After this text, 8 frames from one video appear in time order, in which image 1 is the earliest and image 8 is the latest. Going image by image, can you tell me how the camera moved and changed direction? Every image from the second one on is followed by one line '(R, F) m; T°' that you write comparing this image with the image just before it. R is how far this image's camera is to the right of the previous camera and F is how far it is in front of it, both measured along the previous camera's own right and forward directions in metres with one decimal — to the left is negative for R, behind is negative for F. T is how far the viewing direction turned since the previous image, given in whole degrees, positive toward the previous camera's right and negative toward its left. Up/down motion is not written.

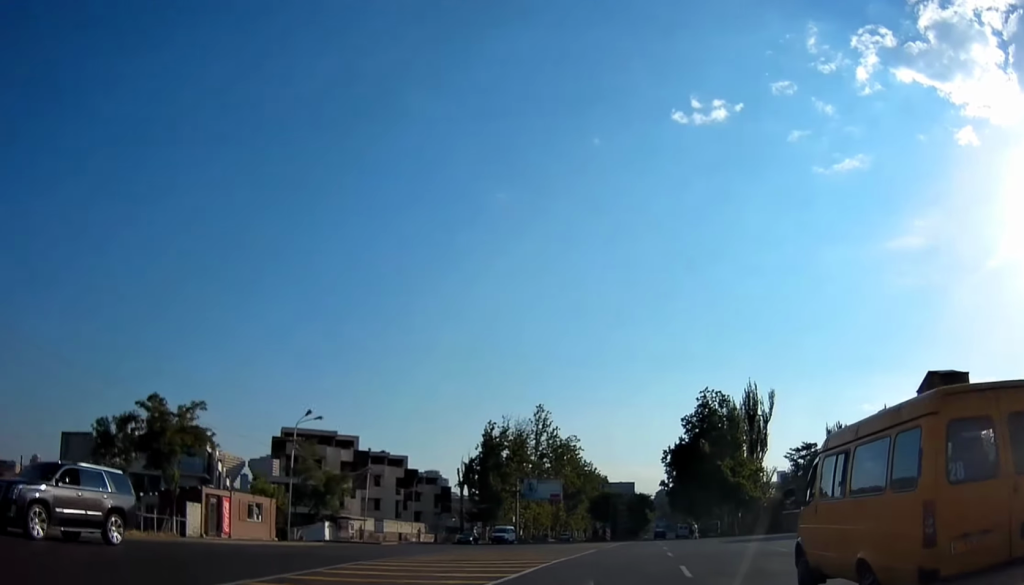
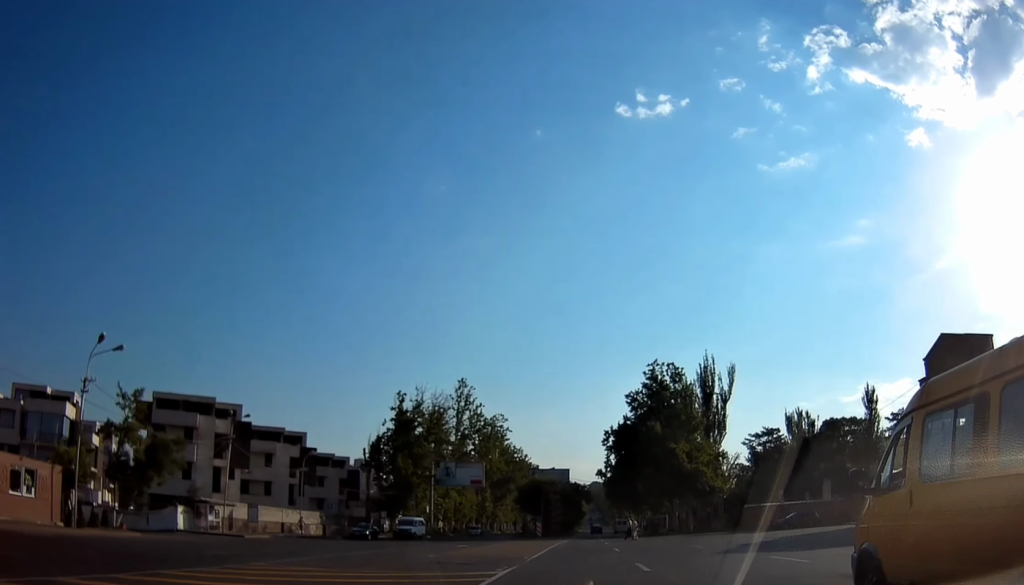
(+1.8, +16.0) m; +8°
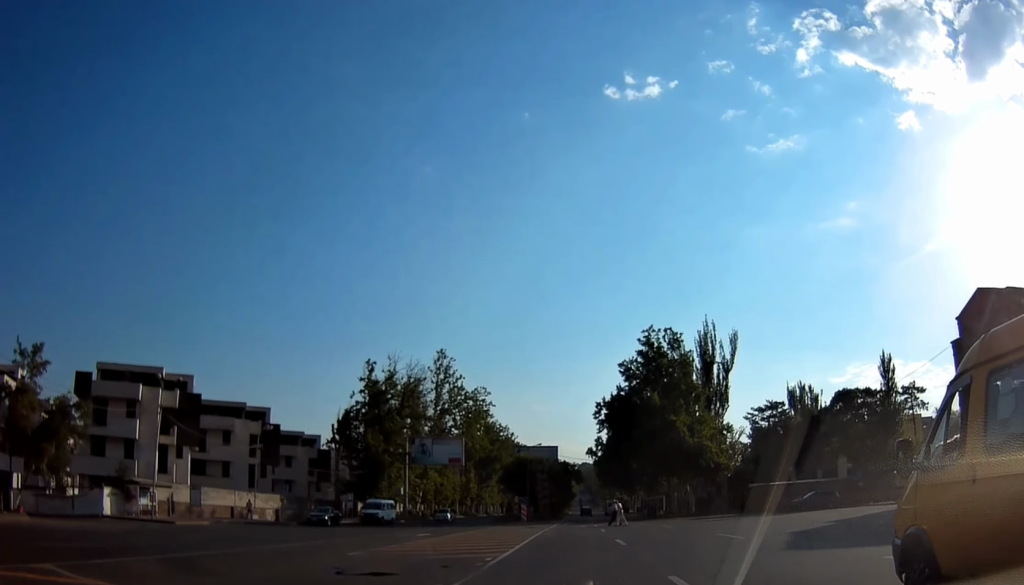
(+0.4, +8.7) m; +1°
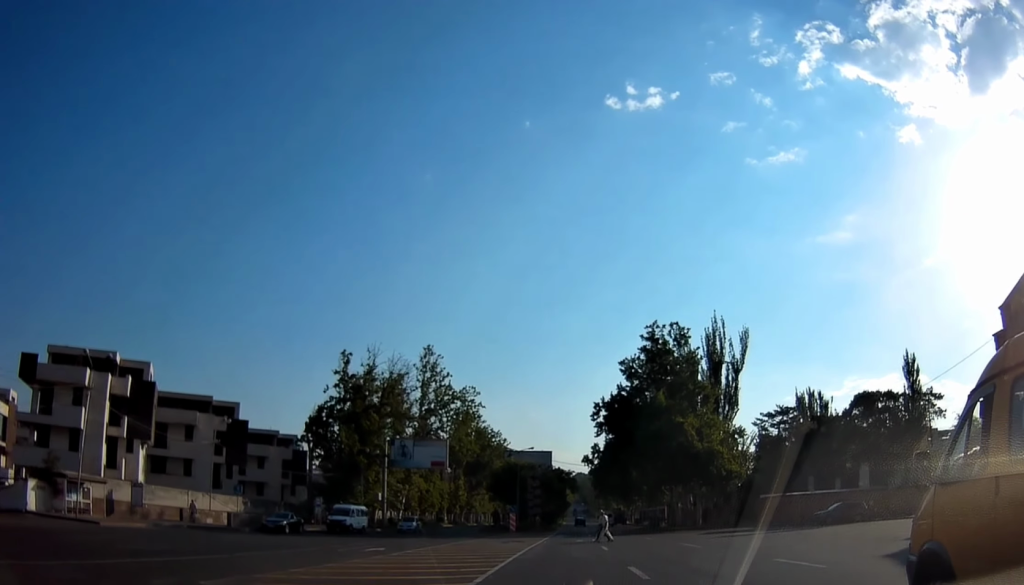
(+0.1, +8.0) m; 0°
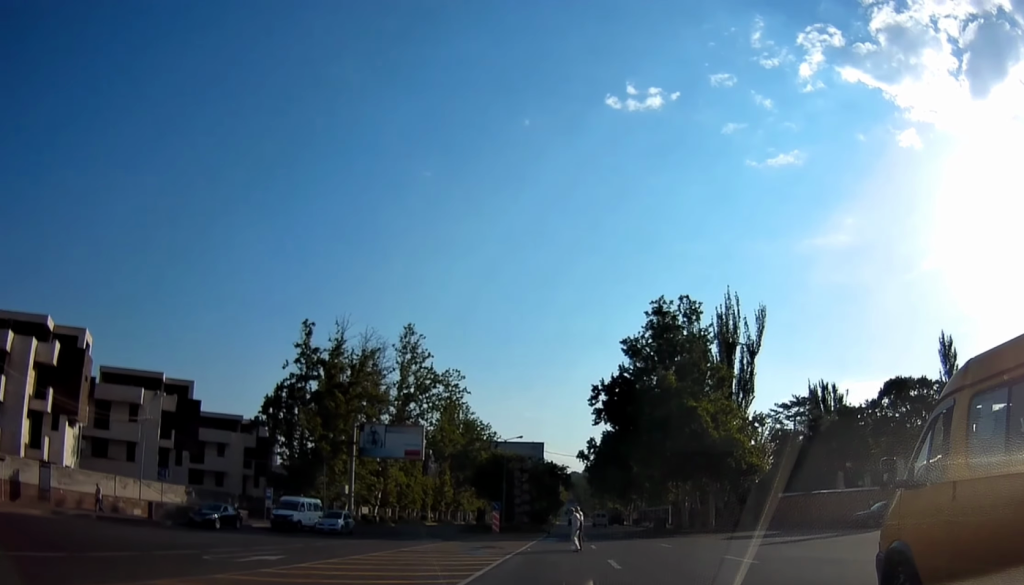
(-0.2, +10.3) m; 0°
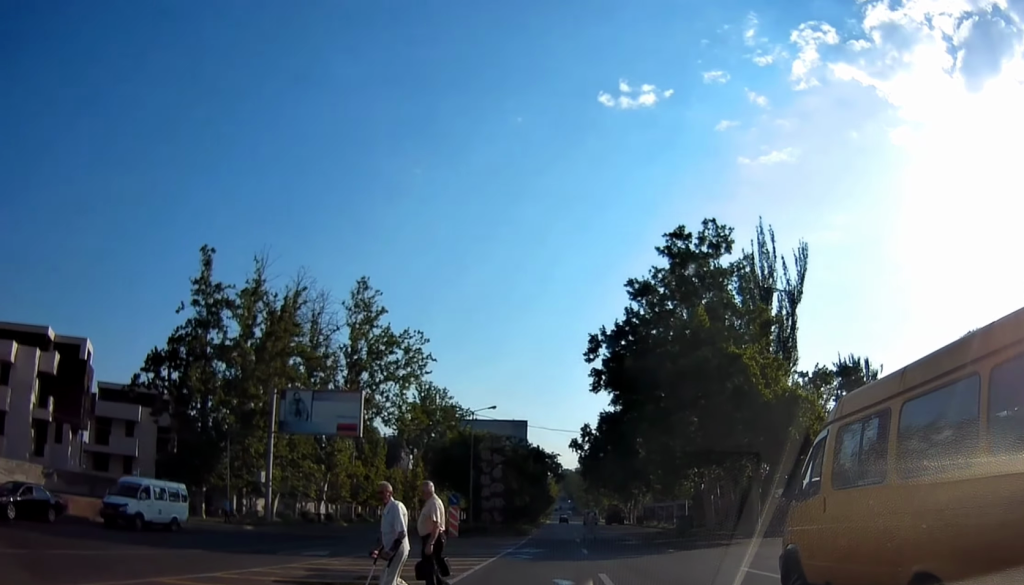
(+0.5, +17.2) m; +1°
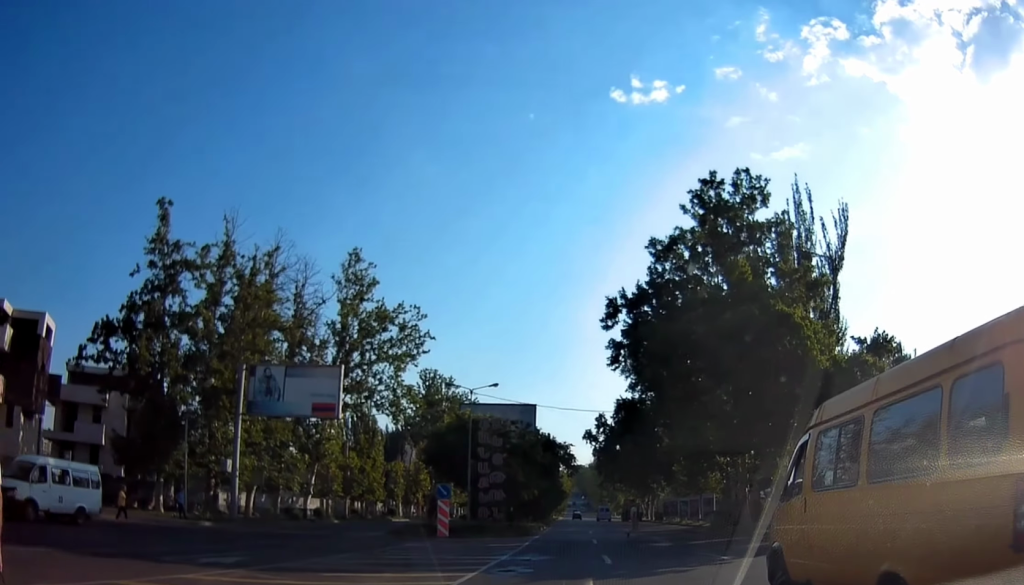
(0.0, +6.8) m; -1°
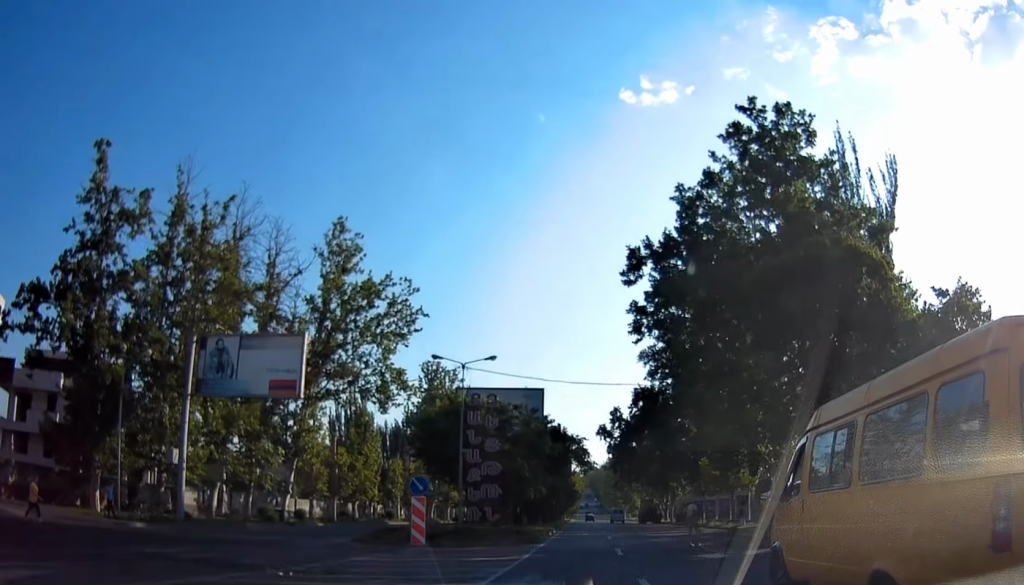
(-0.2, +7.4) m; -2°
